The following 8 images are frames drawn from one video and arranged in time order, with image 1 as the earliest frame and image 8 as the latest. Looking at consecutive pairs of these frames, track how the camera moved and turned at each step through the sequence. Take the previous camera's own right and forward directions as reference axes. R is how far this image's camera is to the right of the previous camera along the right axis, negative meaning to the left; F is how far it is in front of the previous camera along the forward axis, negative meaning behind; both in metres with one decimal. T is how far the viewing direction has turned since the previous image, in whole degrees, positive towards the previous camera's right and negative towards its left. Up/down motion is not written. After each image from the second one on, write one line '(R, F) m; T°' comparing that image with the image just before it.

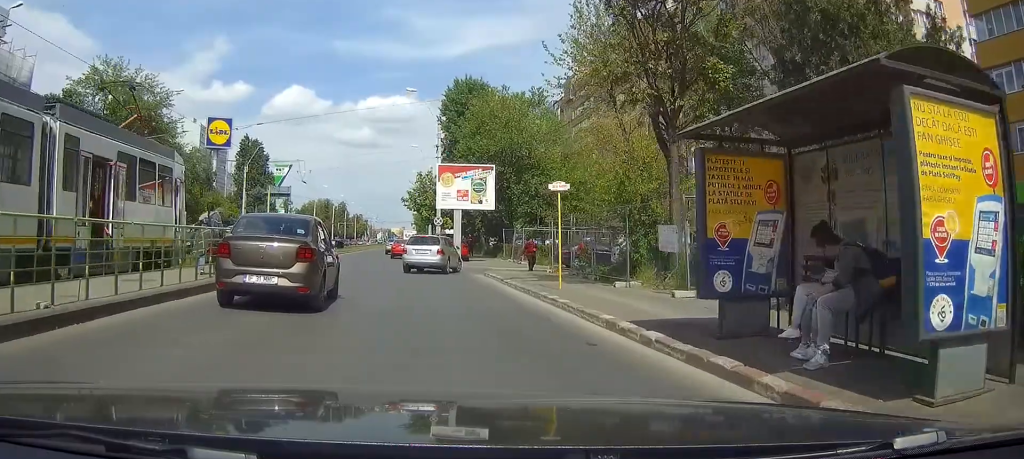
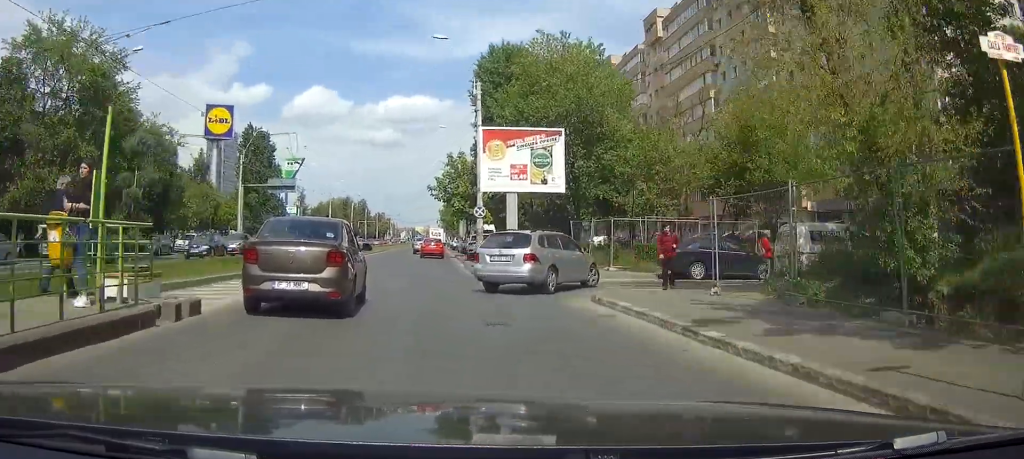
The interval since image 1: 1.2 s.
(-0.3, +13.0) m; -1°
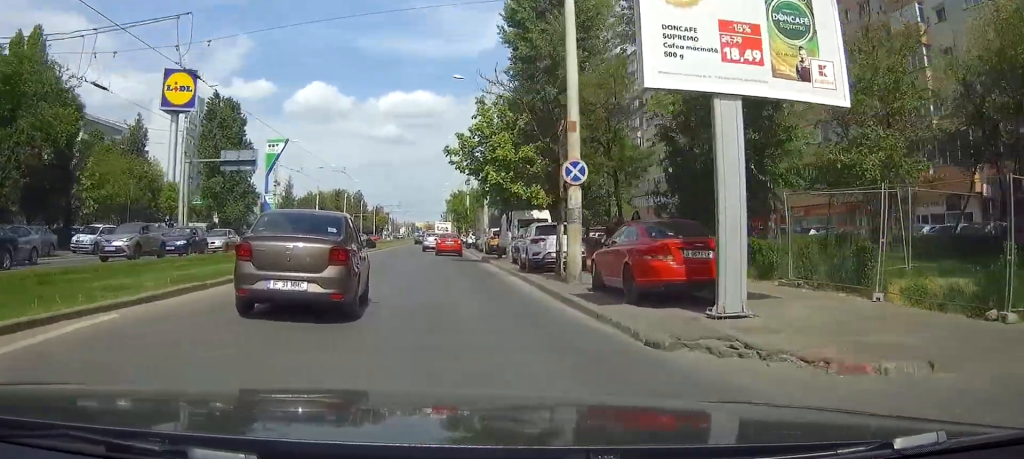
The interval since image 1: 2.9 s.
(-0.1, +18.9) m; 0°
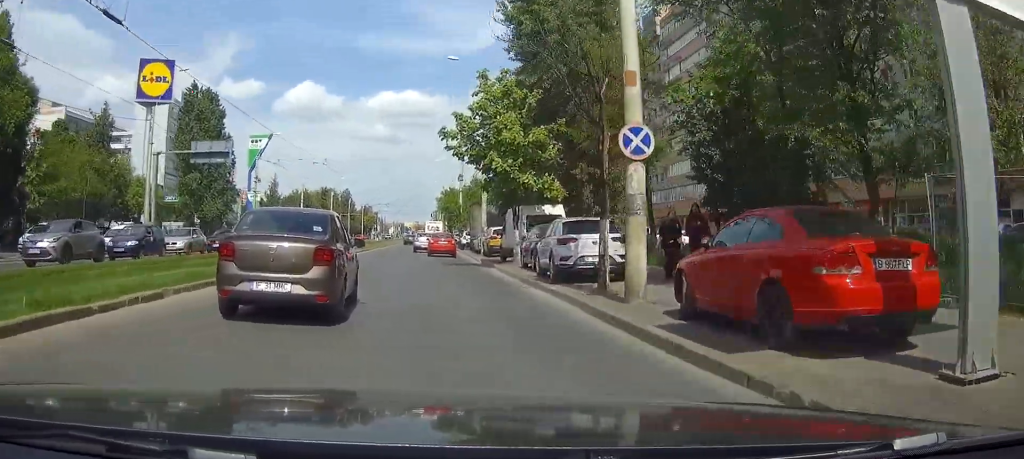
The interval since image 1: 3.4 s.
(+0.1, +5.0) m; +1°
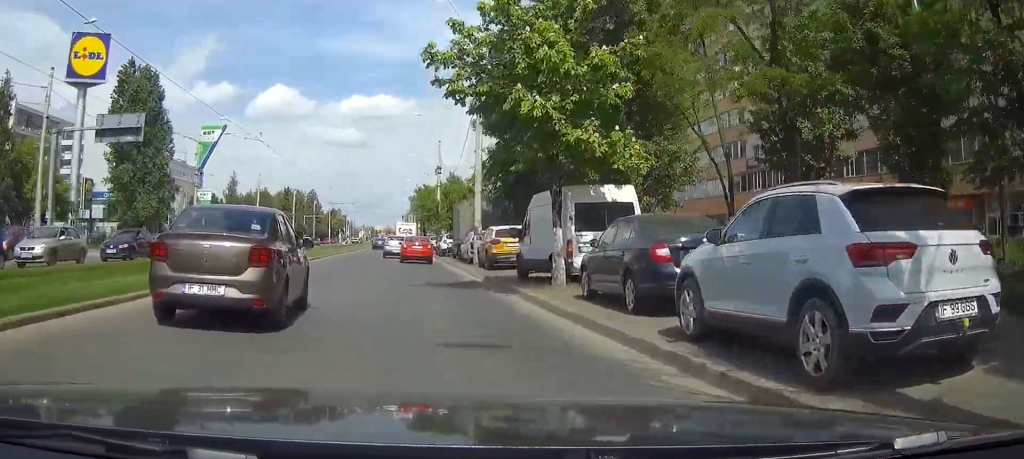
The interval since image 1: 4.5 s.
(+0.1, +11.6) m; +1°
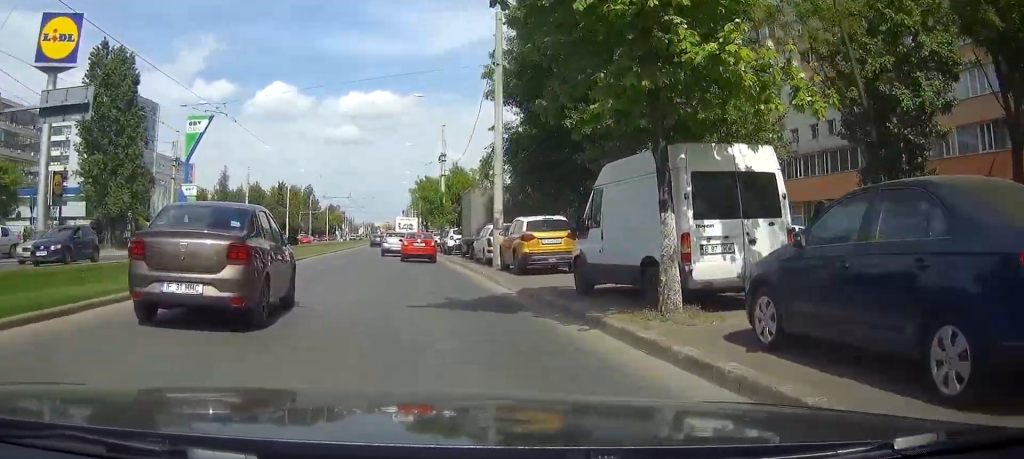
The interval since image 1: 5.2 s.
(0.0, +6.2) m; 0°
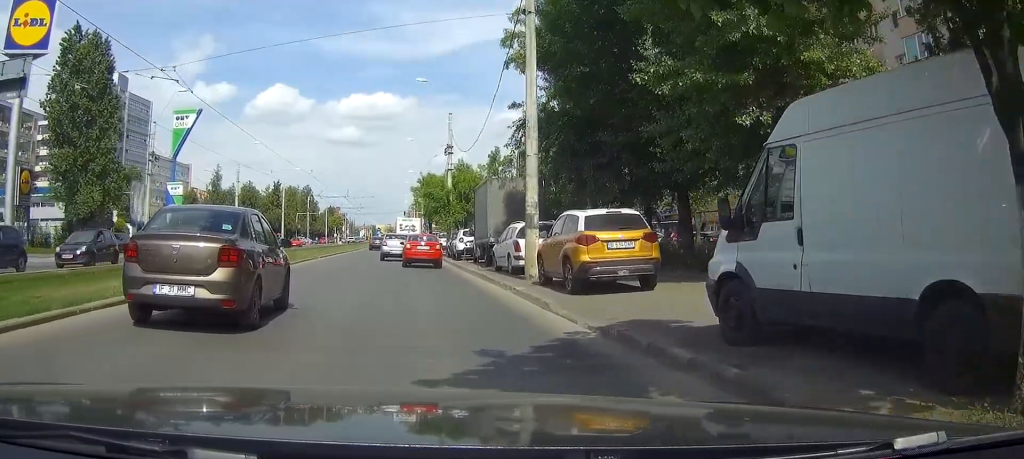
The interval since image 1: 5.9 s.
(0.0, +5.8) m; 0°
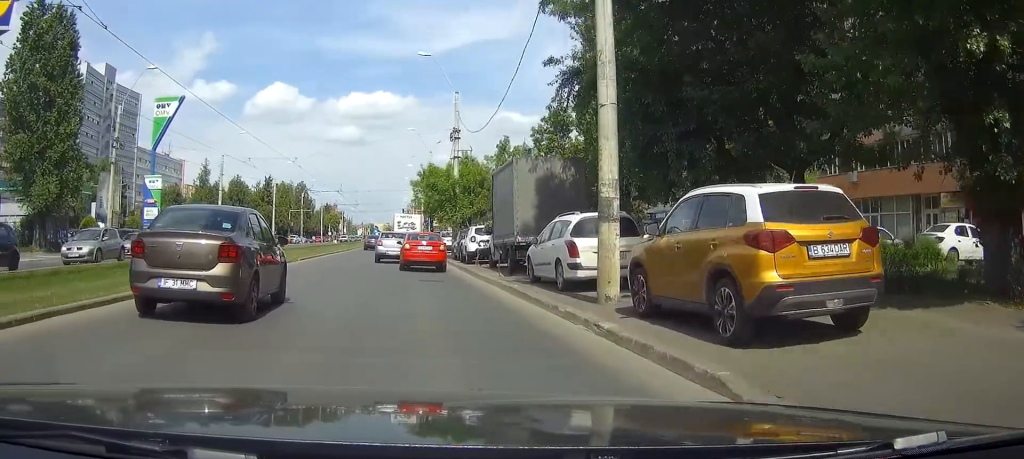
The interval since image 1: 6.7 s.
(0.0, +6.2) m; +1°
